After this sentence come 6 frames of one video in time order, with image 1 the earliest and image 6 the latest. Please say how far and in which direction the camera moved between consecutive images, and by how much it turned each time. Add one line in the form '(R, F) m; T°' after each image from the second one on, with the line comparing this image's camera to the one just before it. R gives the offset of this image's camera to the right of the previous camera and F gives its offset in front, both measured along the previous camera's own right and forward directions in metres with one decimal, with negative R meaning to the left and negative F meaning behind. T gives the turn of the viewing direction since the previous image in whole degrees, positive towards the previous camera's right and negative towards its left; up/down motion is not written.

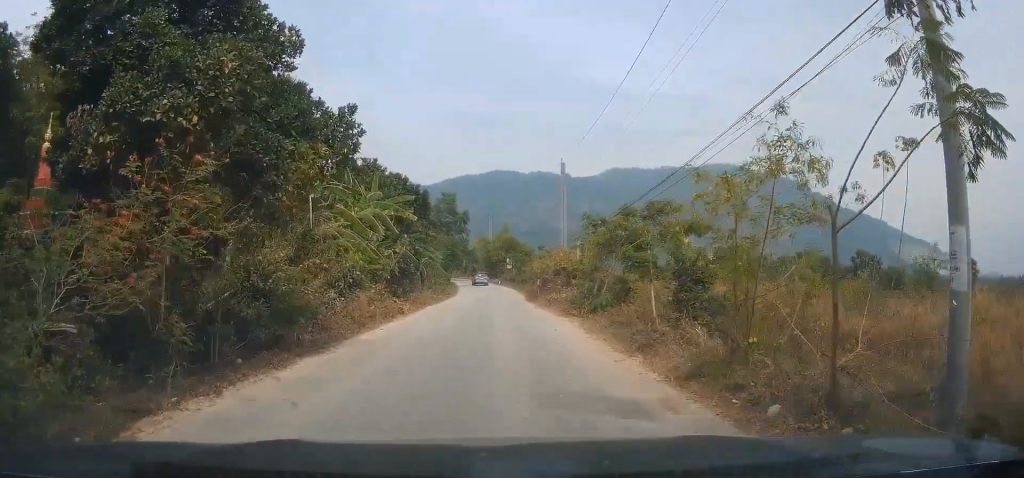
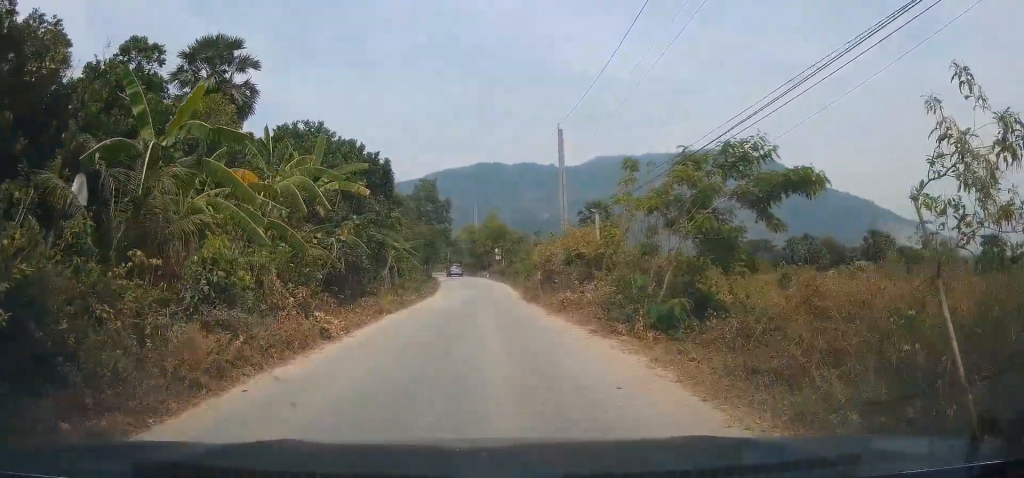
(-0.3, +7.9) m; -1°
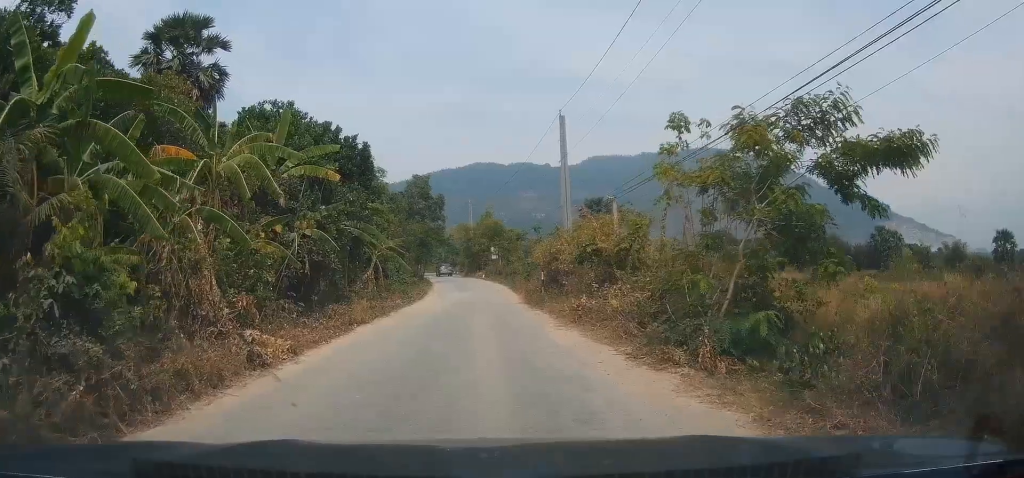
(0.0, +3.5) m; +1°
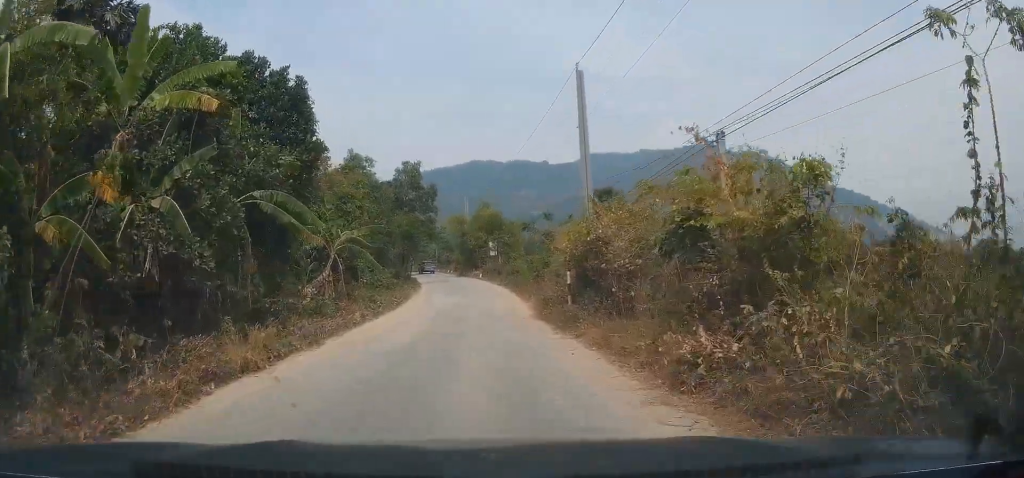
(+0.3, +8.2) m; +4°
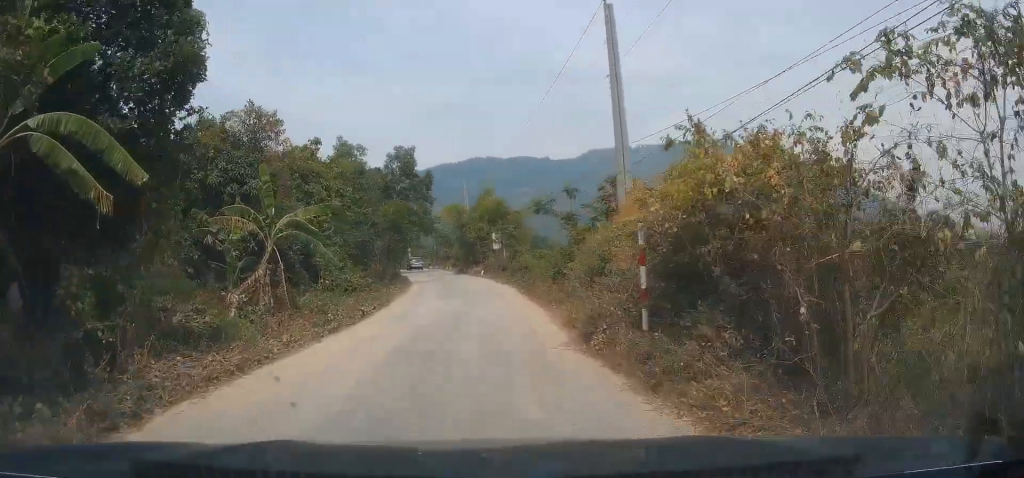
(+0.2, +7.5) m; +1°
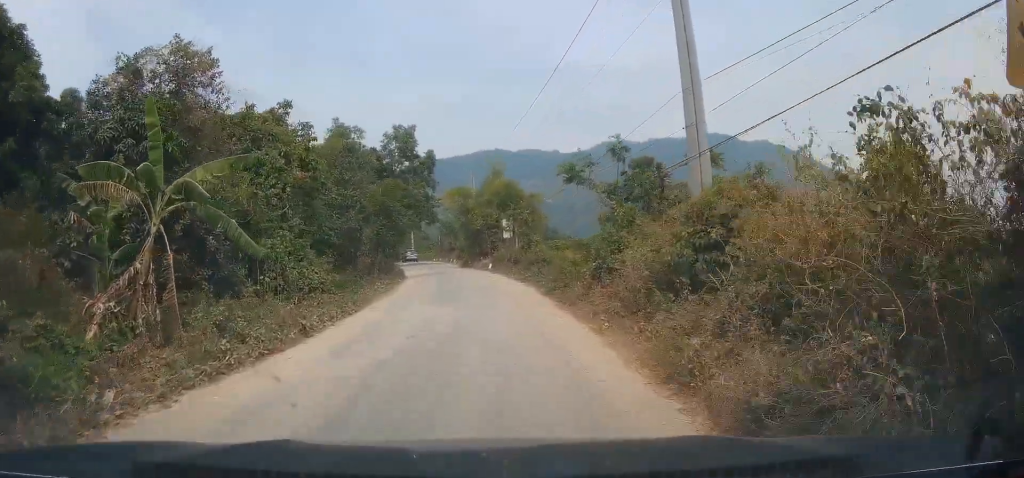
(0.0, +7.4) m; 0°
